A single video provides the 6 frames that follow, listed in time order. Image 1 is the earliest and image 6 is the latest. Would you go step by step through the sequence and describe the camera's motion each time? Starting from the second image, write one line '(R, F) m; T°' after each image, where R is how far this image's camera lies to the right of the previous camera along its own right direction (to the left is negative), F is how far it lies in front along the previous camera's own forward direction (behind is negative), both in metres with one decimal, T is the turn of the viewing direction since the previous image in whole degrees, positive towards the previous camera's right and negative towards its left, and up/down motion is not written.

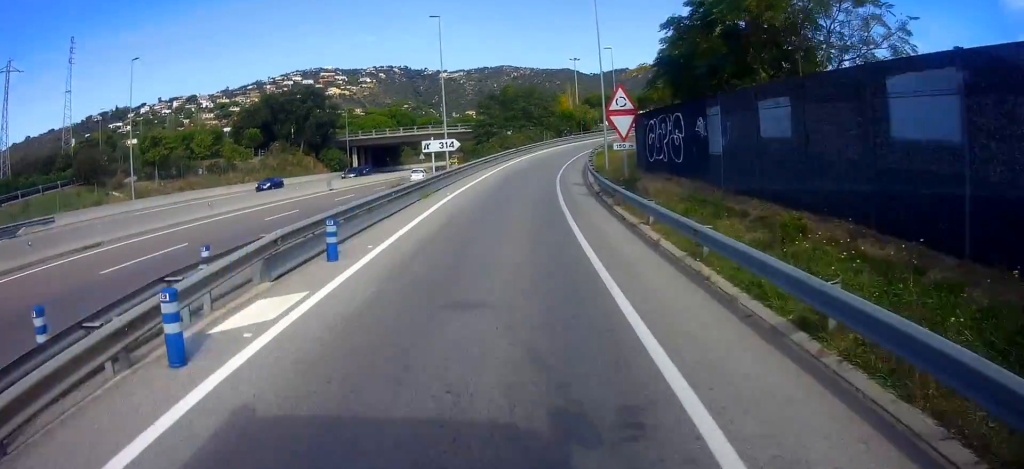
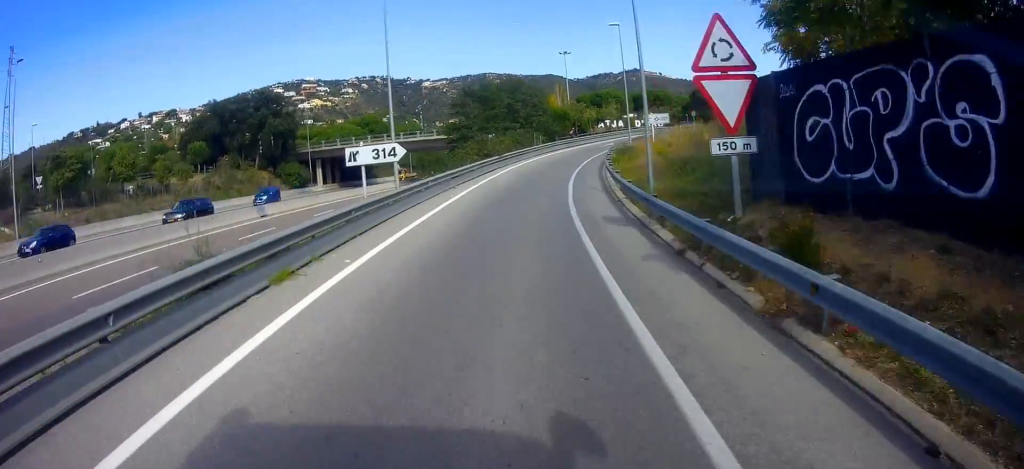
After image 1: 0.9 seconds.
(+0.5, +13.3) m; +2°
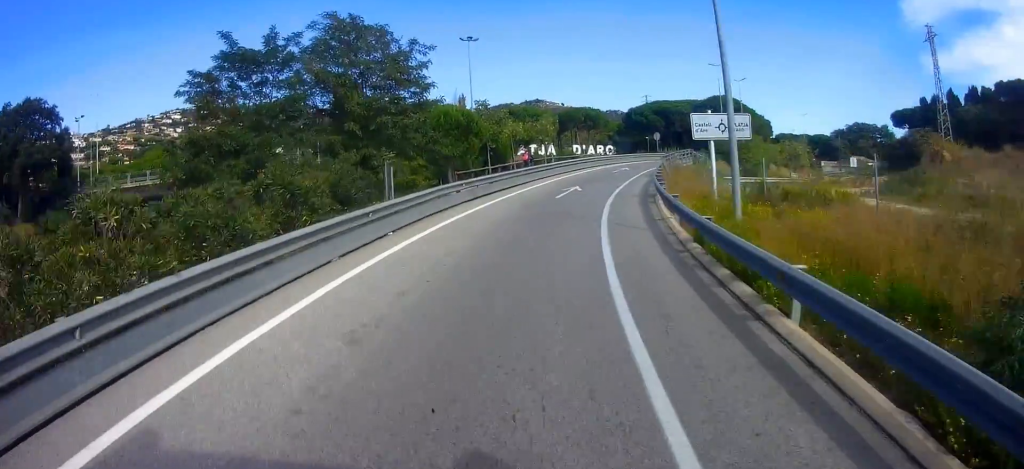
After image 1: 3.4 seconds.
(+1.3, +33.6) m; +8°
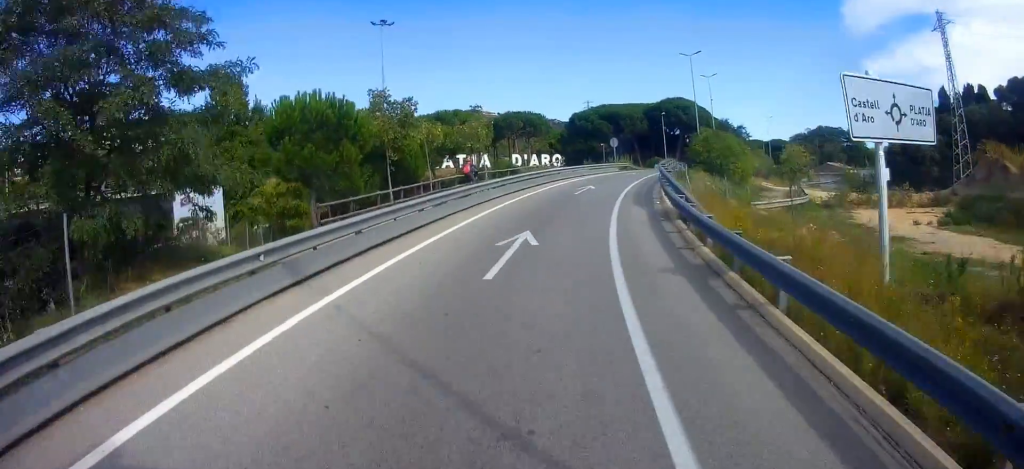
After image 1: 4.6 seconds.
(+0.9, +13.3) m; +4°
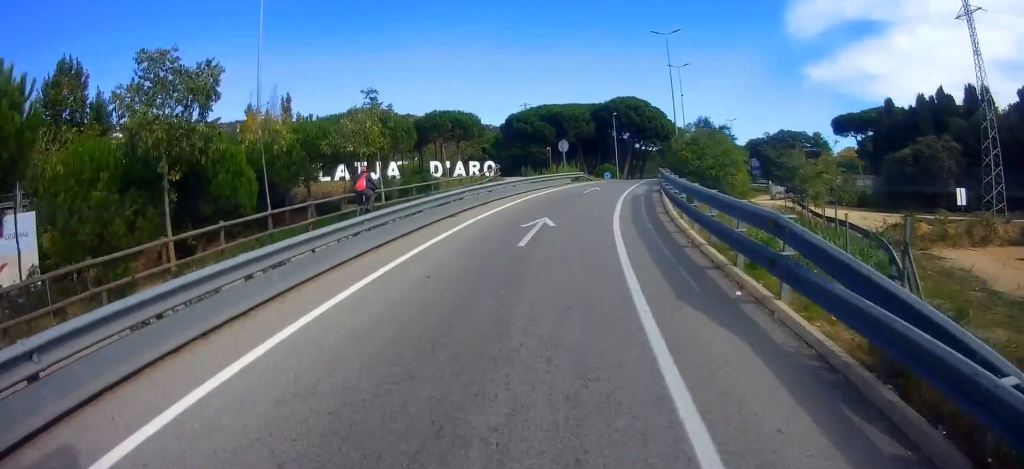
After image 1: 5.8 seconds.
(0.0, +13.9) m; +3°
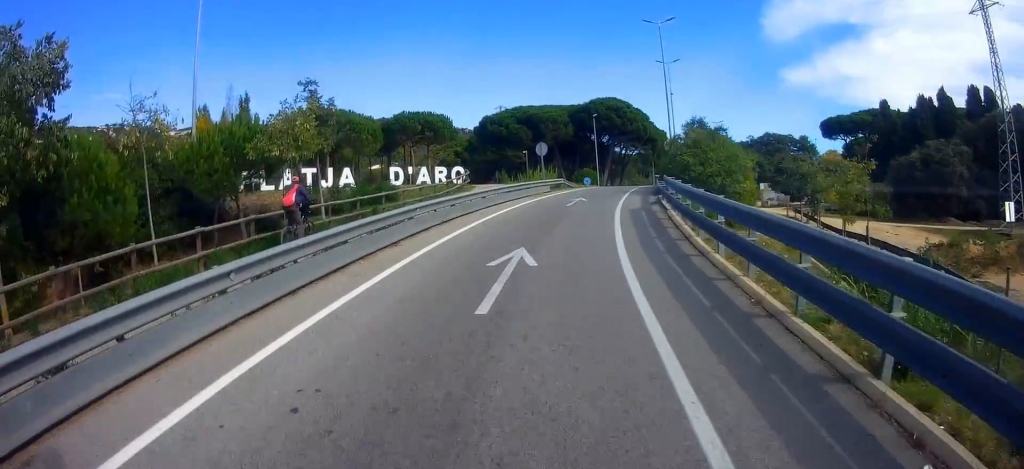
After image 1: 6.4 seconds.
(+0.3, +5.0) m; +5°
